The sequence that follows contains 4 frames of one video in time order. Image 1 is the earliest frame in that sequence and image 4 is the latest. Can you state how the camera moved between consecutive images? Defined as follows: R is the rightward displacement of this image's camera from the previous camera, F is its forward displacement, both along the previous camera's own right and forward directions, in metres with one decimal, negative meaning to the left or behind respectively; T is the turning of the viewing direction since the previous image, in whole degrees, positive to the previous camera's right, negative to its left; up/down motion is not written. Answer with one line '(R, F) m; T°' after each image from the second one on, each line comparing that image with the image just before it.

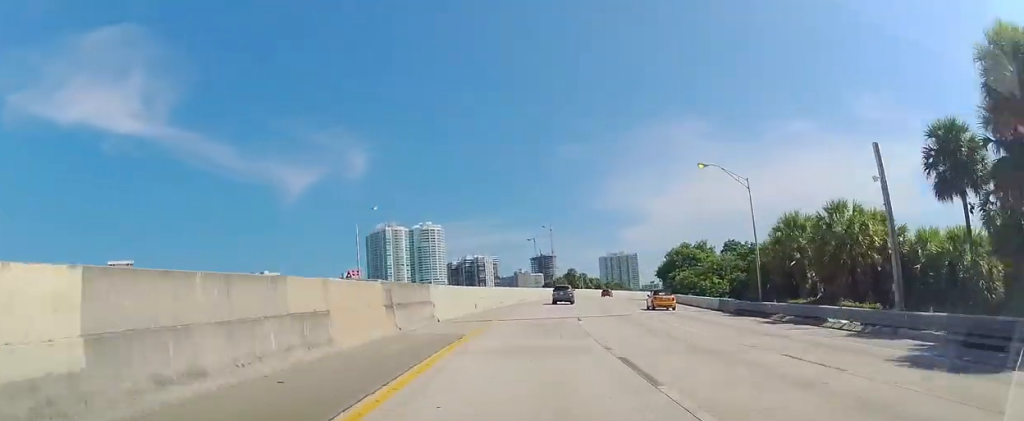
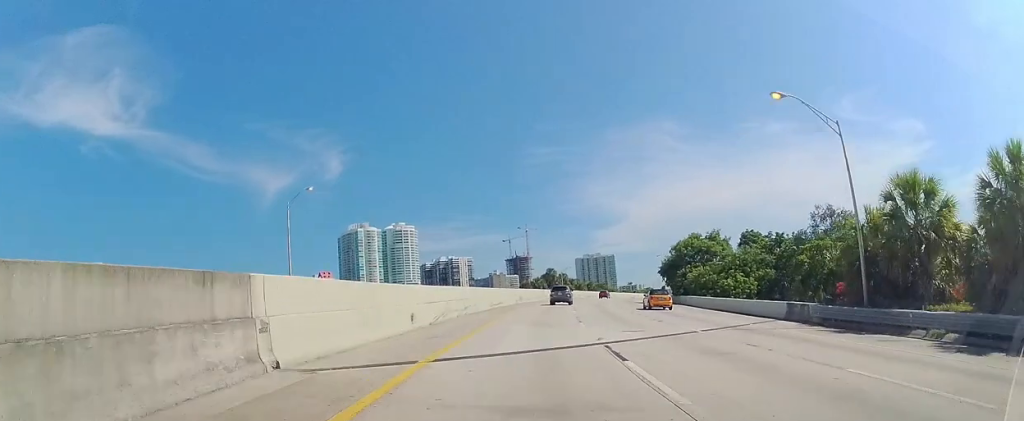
(+0.1, +13.9) m; +2°
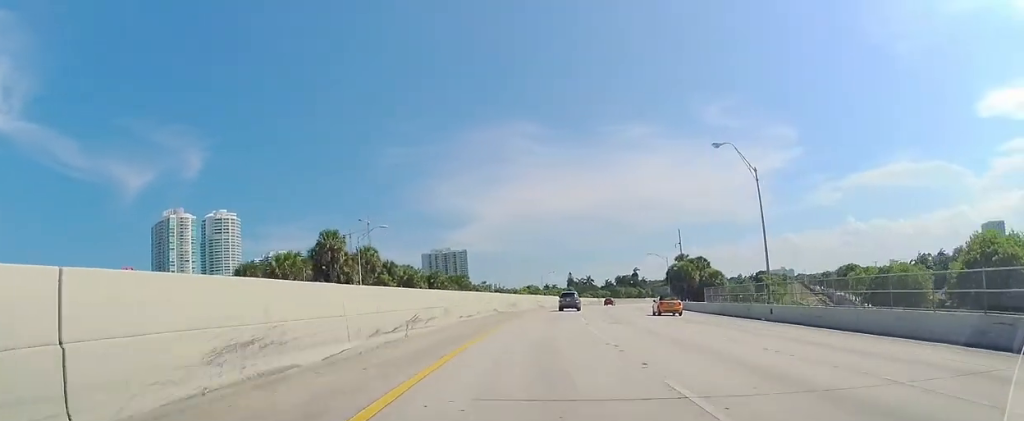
(+15.7, +99.8) m; +20°
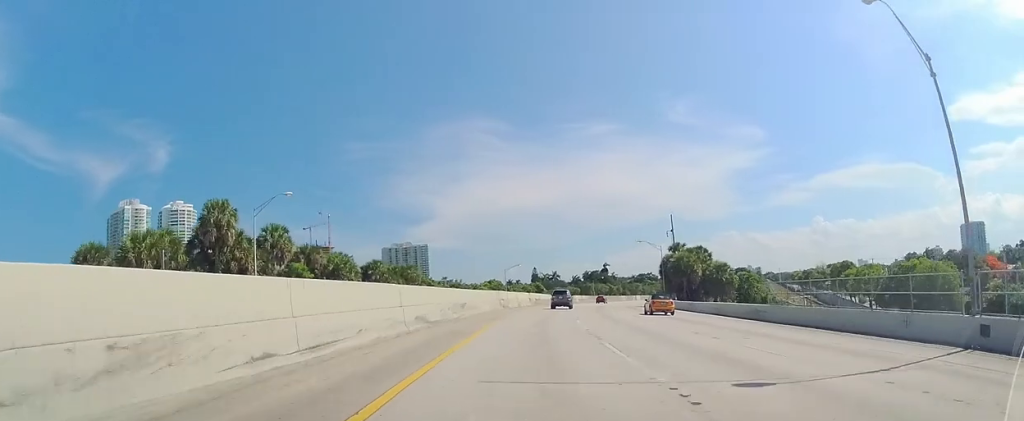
(+0.8, +18.3) m; +4°
